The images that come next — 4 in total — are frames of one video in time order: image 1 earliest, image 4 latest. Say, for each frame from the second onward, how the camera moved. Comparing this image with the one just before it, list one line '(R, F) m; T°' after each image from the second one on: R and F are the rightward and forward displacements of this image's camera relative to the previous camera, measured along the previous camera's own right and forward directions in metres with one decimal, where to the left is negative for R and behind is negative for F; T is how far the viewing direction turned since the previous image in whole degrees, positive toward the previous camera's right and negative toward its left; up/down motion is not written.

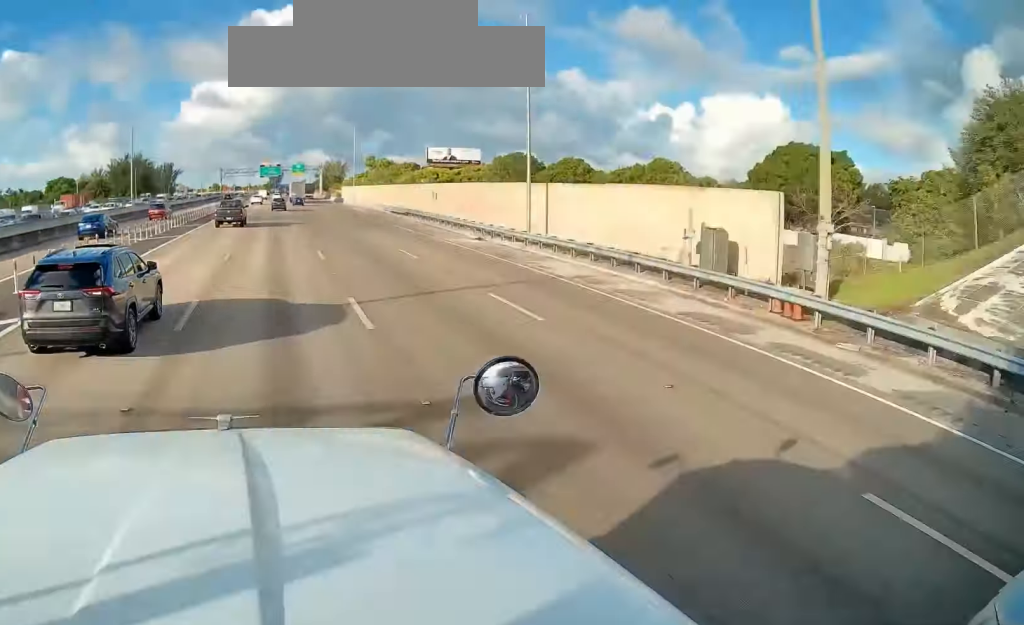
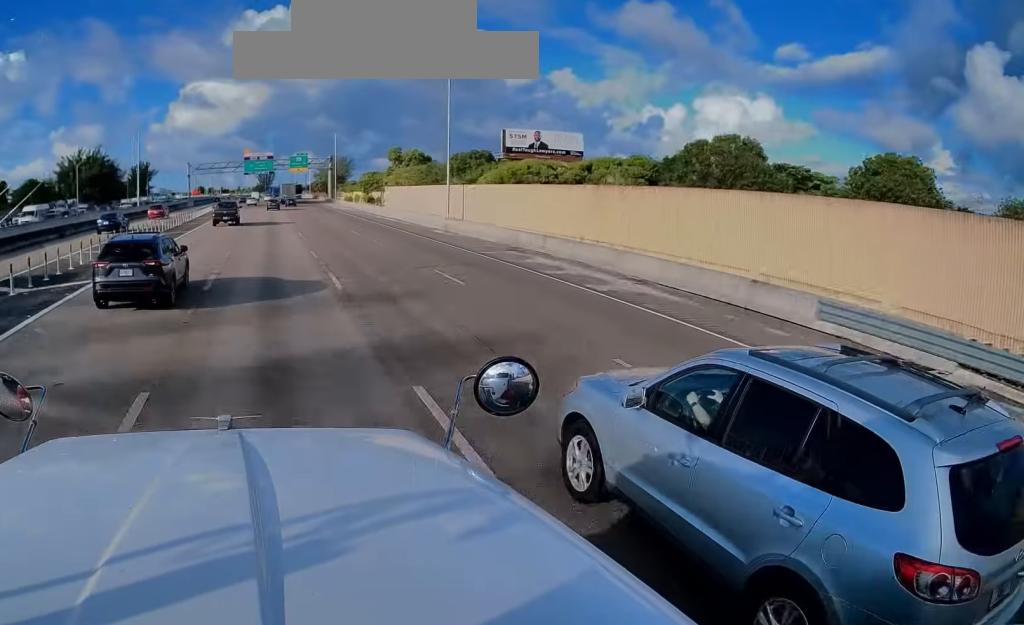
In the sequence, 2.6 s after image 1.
(0.0, +69.1) m; -1°
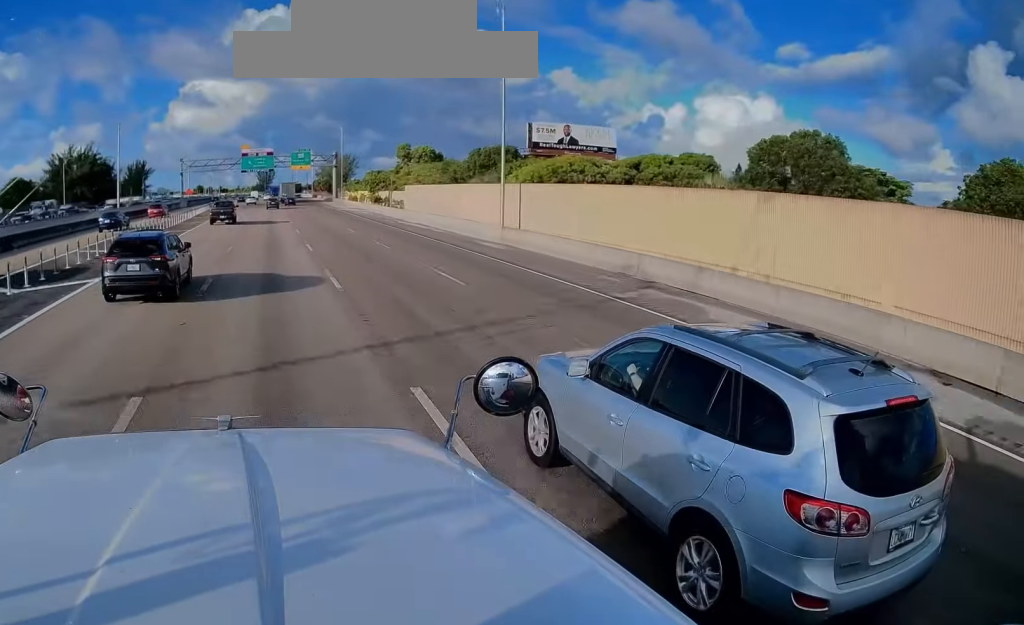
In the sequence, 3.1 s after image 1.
(+0.1, +12.3) m; 0°
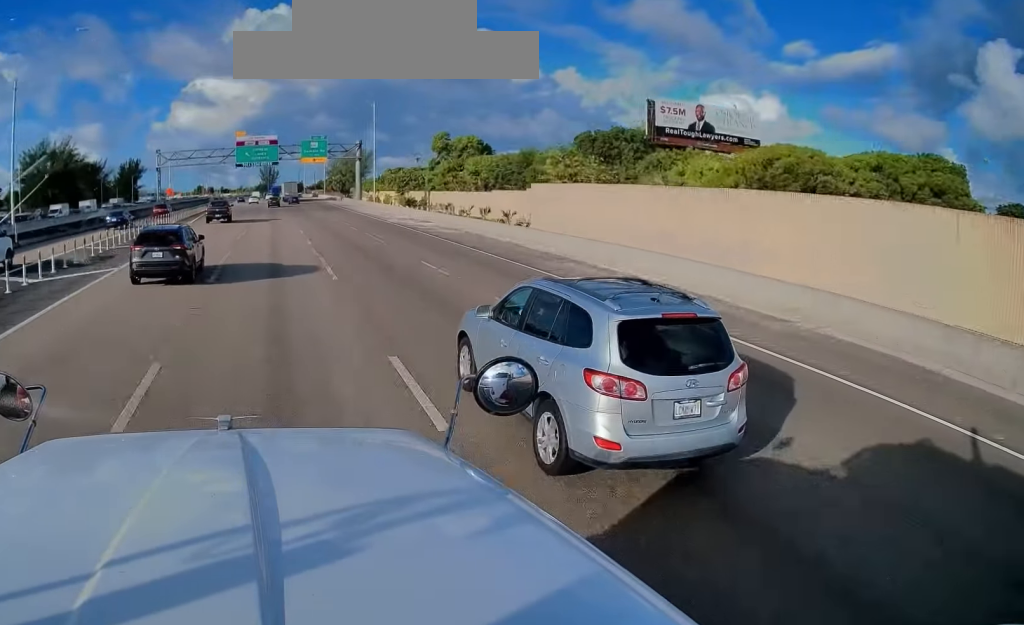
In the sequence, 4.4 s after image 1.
(-0.4, +34.5) m; 0°
